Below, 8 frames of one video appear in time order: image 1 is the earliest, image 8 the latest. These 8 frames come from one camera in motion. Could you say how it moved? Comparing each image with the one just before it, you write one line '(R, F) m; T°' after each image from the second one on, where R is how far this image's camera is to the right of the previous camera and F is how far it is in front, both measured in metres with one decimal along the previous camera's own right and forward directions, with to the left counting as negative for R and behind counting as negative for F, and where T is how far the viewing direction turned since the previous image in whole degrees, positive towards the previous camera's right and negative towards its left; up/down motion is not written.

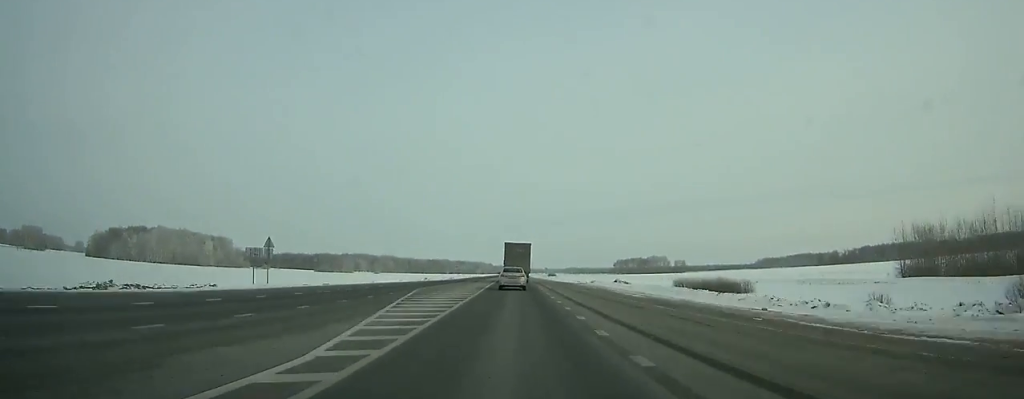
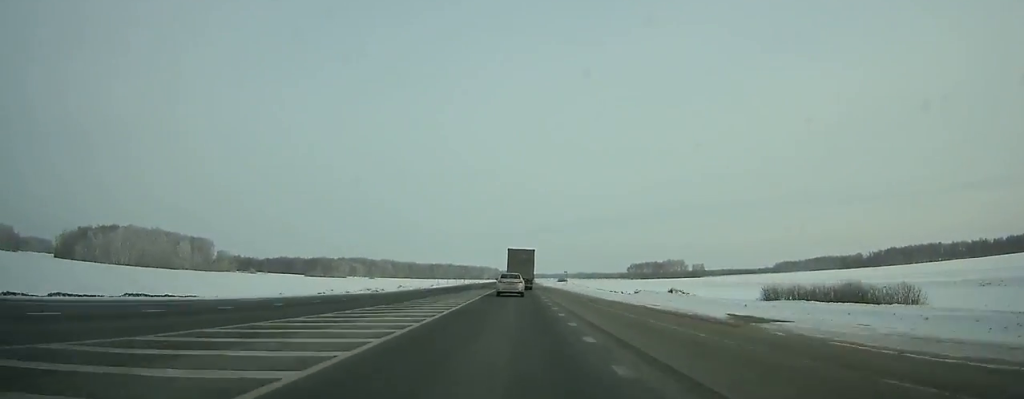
(-0.3, +45.3) m; 0°
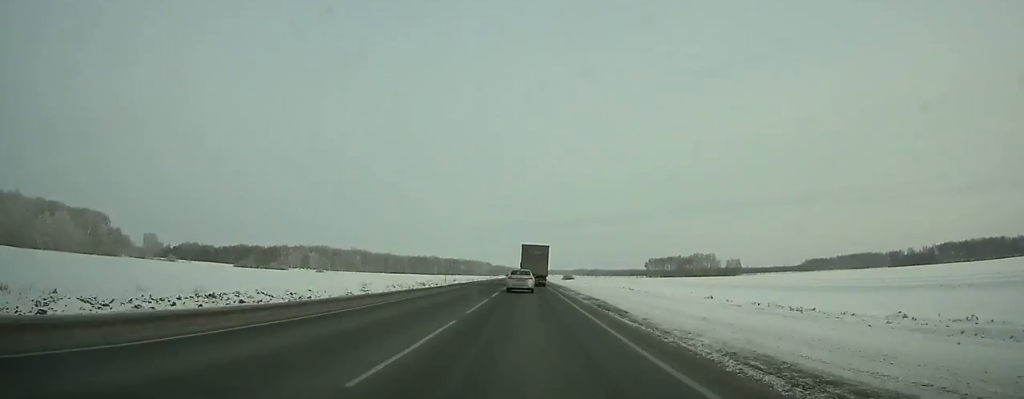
(0.0, +124.6) m; +1°
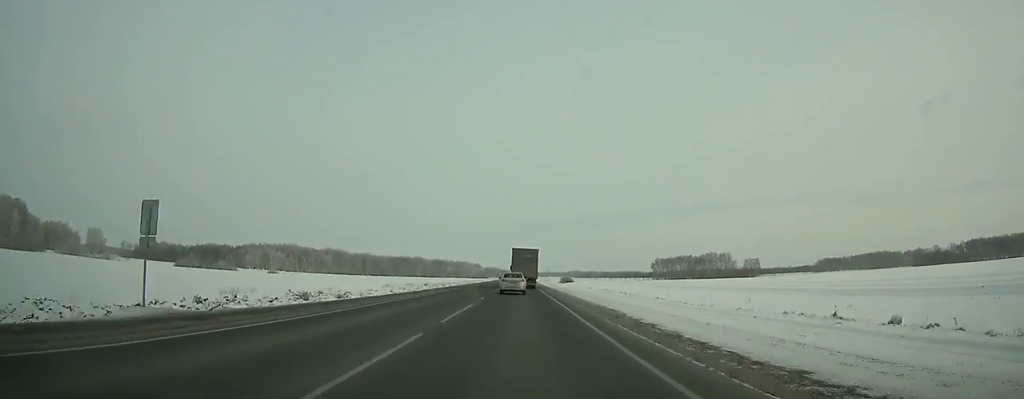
(+0.4, +63.5) m; +1°
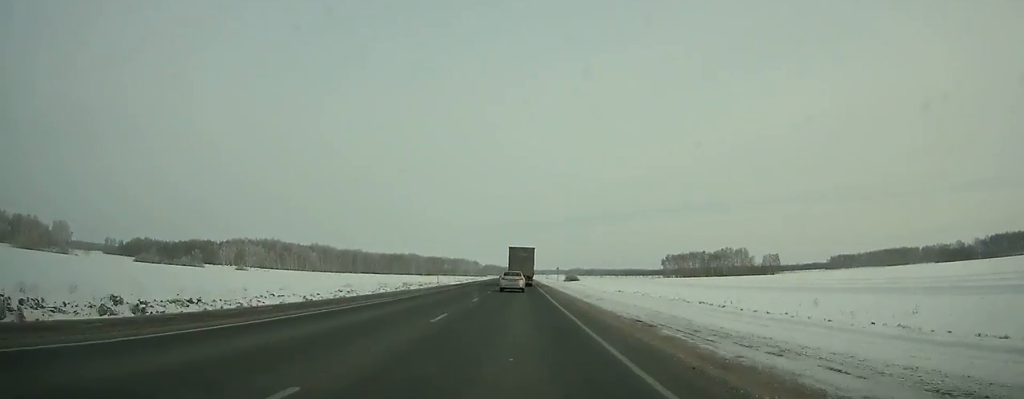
(+0.2, +39.5) m; 0°
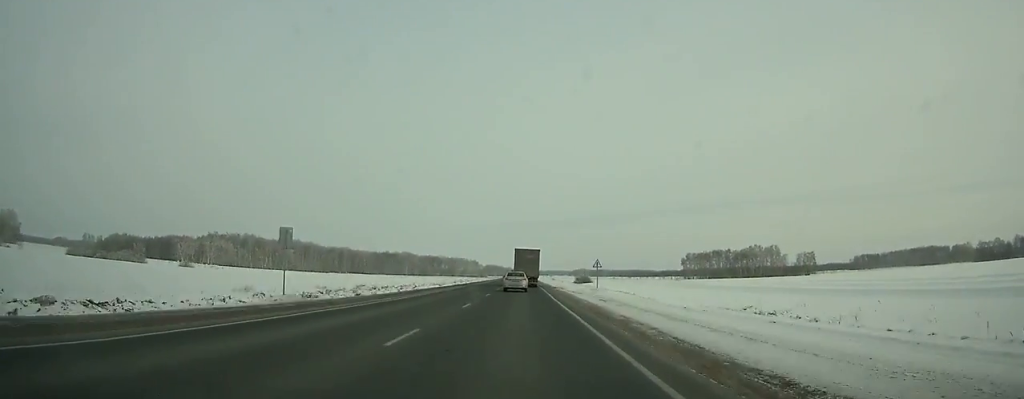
(-0.1, +55.1) m; 0°
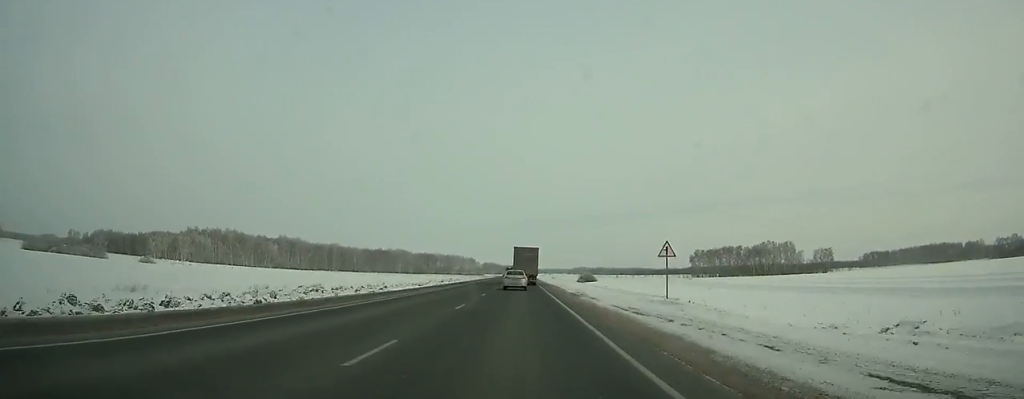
(+0.1, +26.7) m; 0°
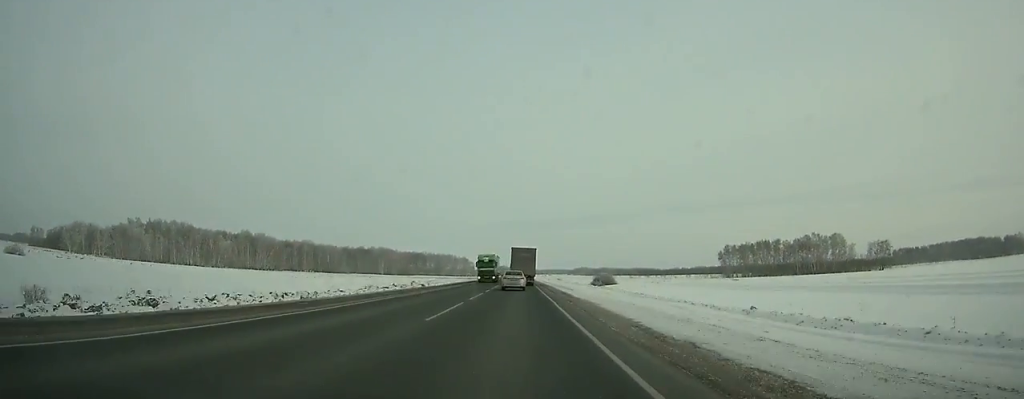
(+0.2, +65.0) m; 0°
